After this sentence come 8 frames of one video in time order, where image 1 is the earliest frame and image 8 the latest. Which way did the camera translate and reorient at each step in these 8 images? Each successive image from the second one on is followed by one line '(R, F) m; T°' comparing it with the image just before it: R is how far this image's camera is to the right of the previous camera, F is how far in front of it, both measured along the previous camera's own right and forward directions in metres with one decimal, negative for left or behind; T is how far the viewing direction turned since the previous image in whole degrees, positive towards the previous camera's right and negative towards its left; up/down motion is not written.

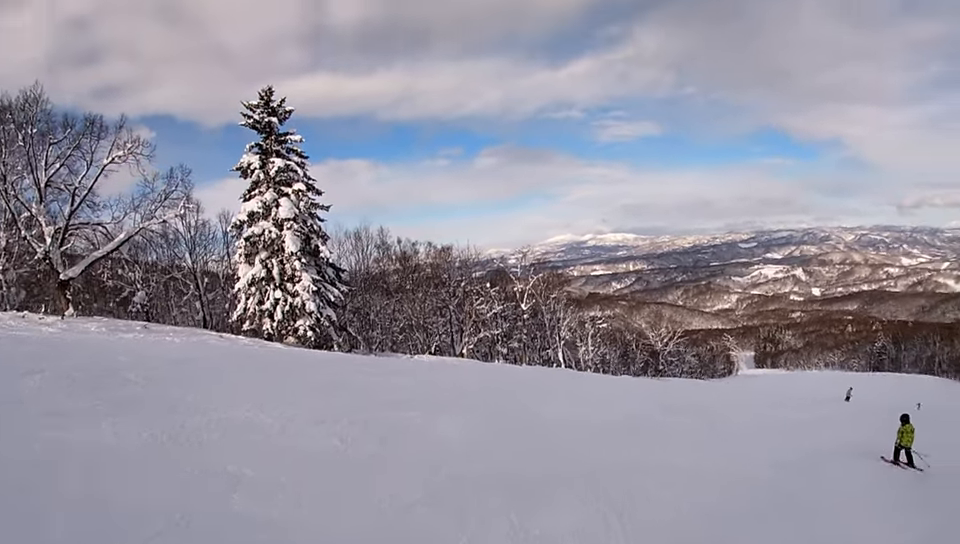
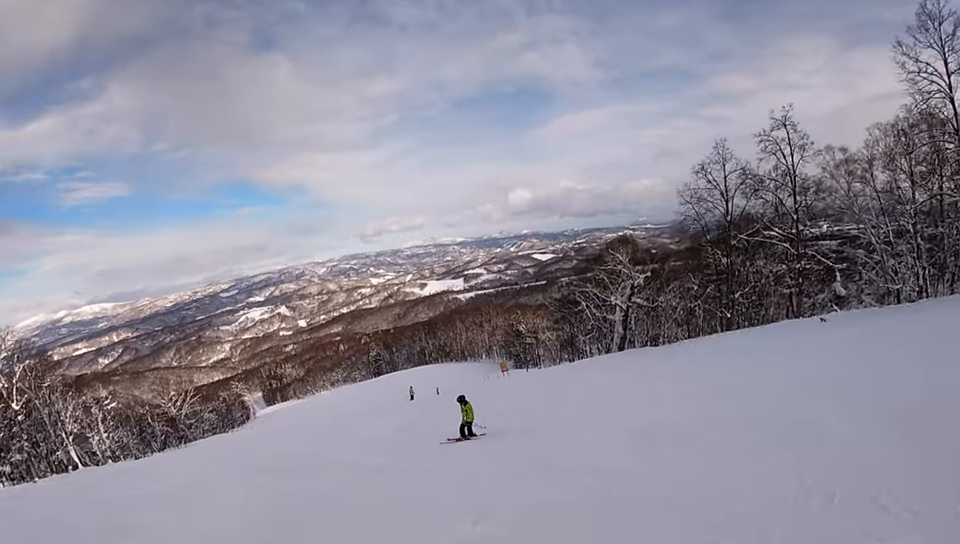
(0.0, +4.4) m; +21°
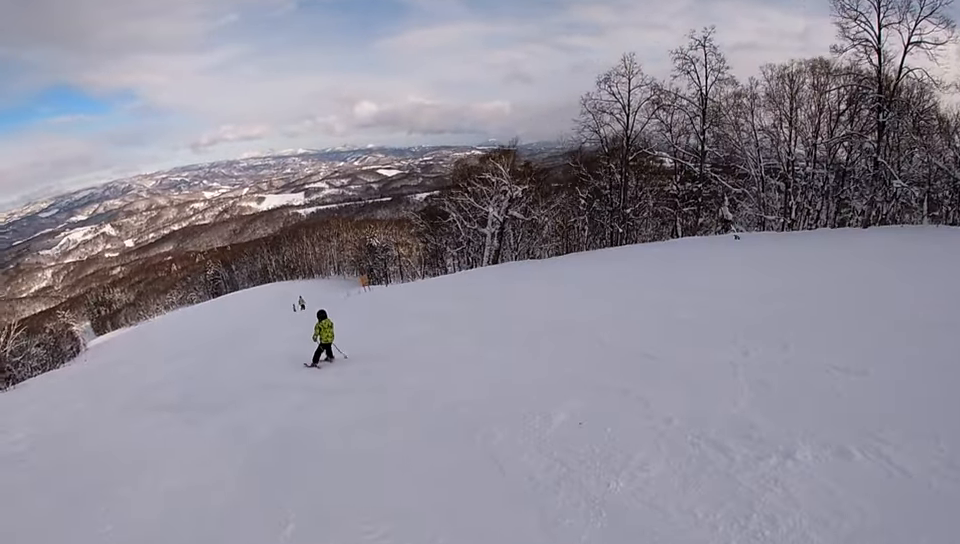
(+1.4, +3.7) m; +44°
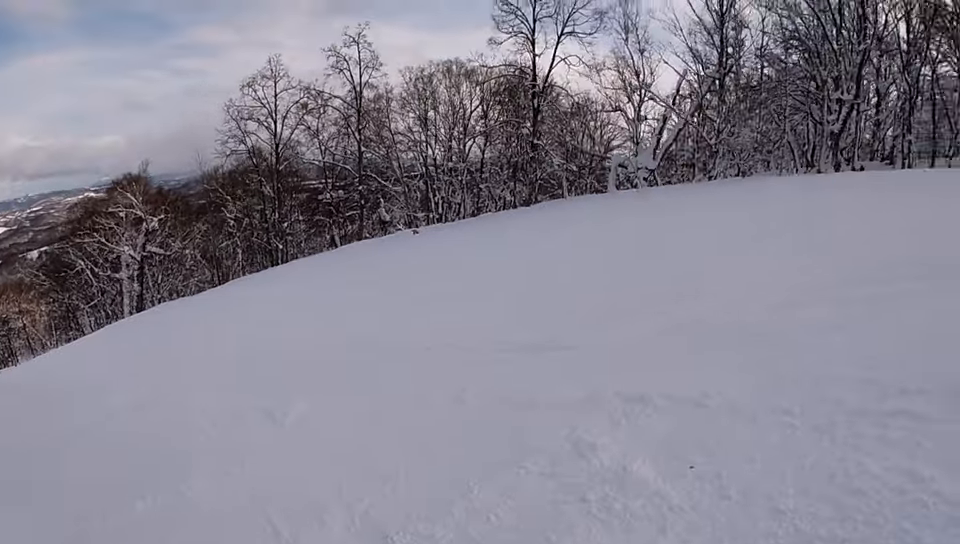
(+0.9, +2.7) m; +32°
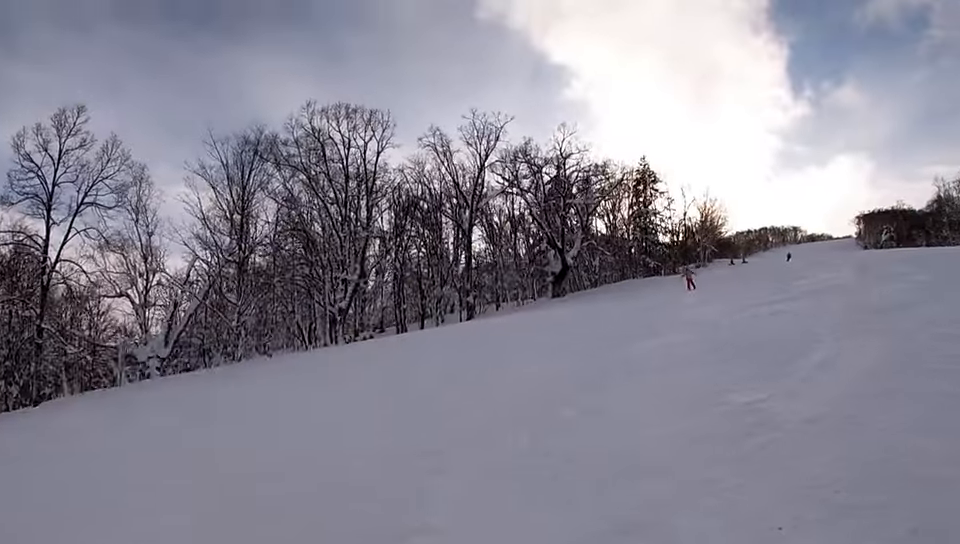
(+1.3, +3.1) m; +21°
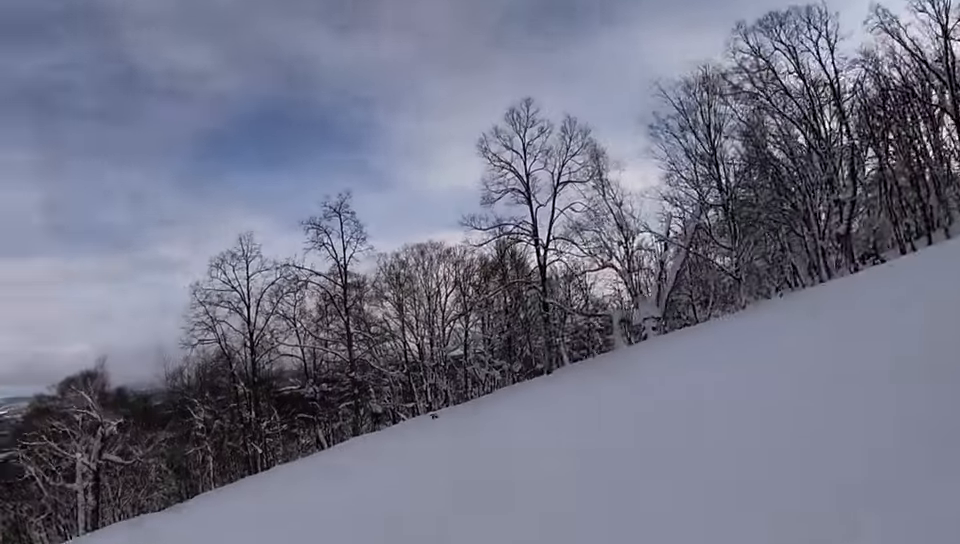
(+0.1, +3.1) m; -7°
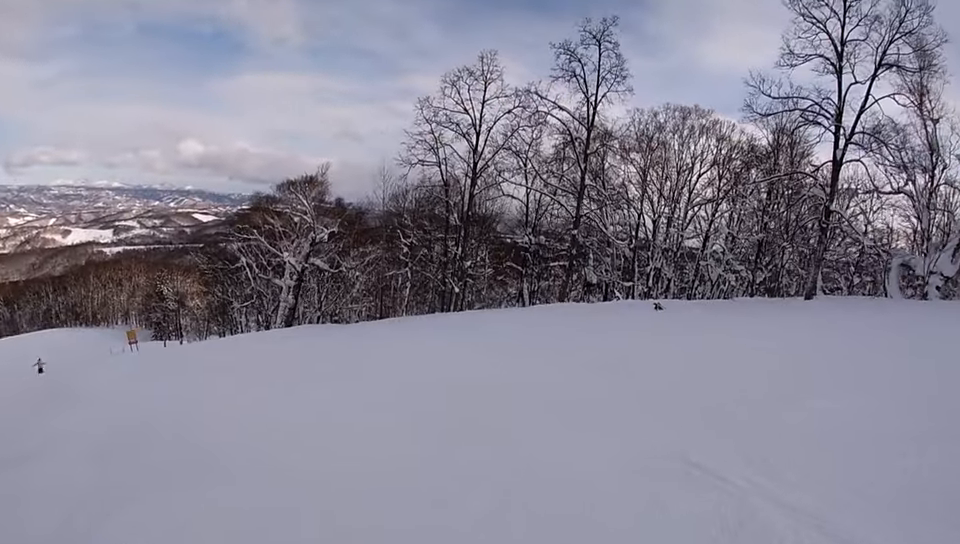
(-0.2, +3.3) m; -11°
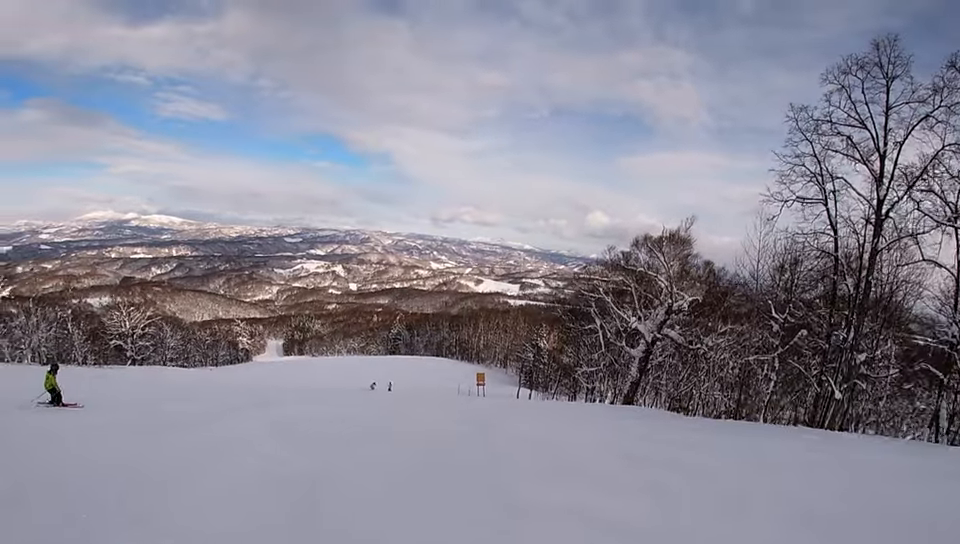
(-2.1, +8.0) m; -43°
